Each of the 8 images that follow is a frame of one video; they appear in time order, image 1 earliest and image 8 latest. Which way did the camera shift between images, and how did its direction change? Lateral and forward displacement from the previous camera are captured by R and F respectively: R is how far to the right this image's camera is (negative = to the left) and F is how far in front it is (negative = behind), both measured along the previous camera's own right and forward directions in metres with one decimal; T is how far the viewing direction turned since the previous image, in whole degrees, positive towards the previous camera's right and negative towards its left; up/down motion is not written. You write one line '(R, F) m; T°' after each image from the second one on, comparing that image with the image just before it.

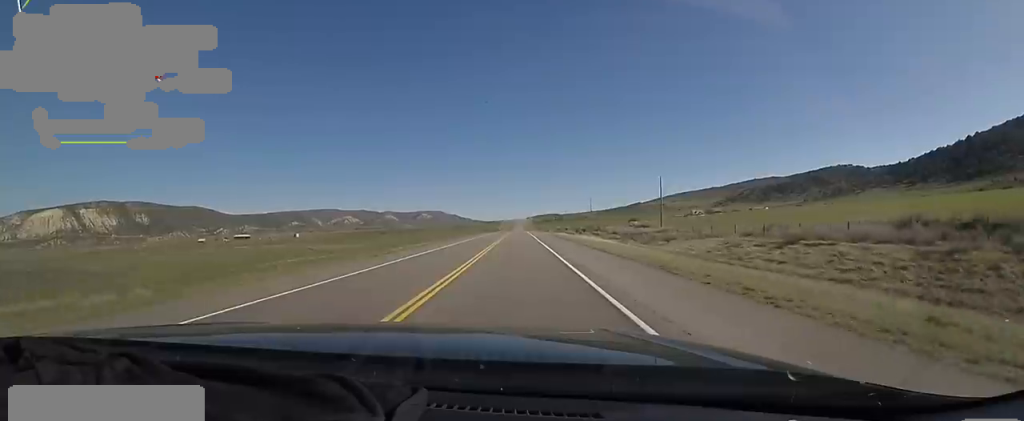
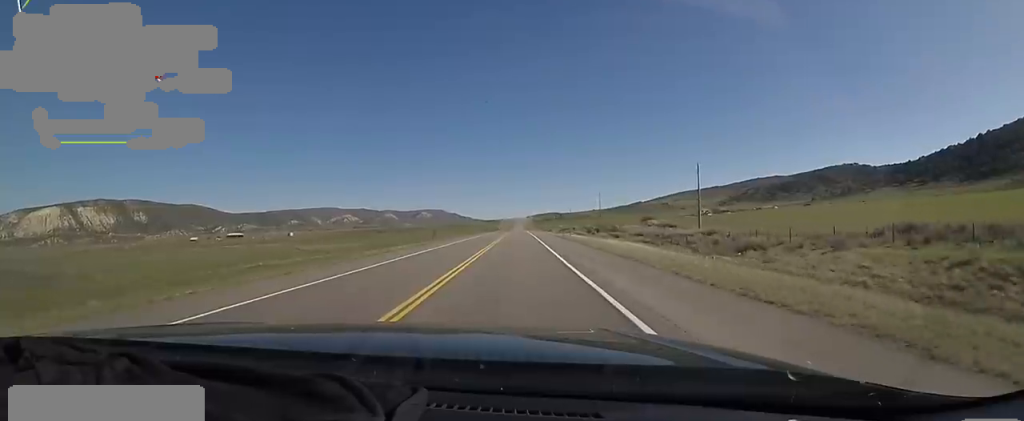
(-0.4, +19.0) m; 0°
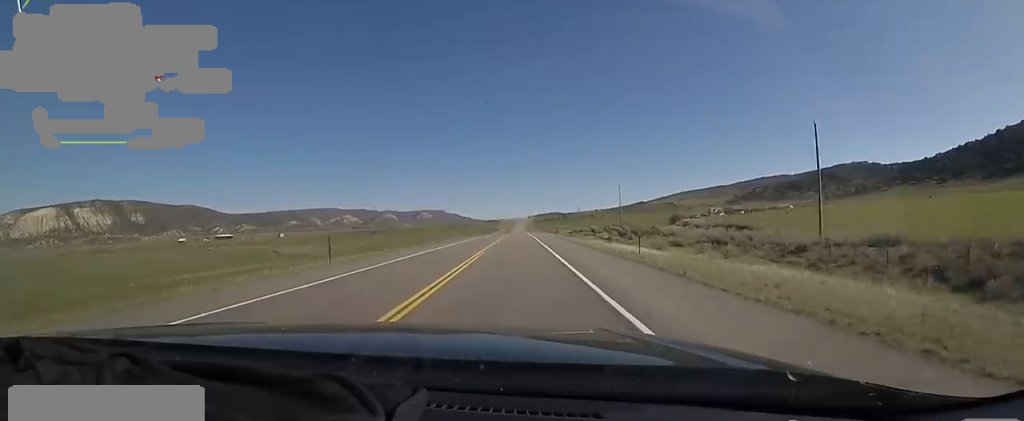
(+0.9, +29.3) m; 0°
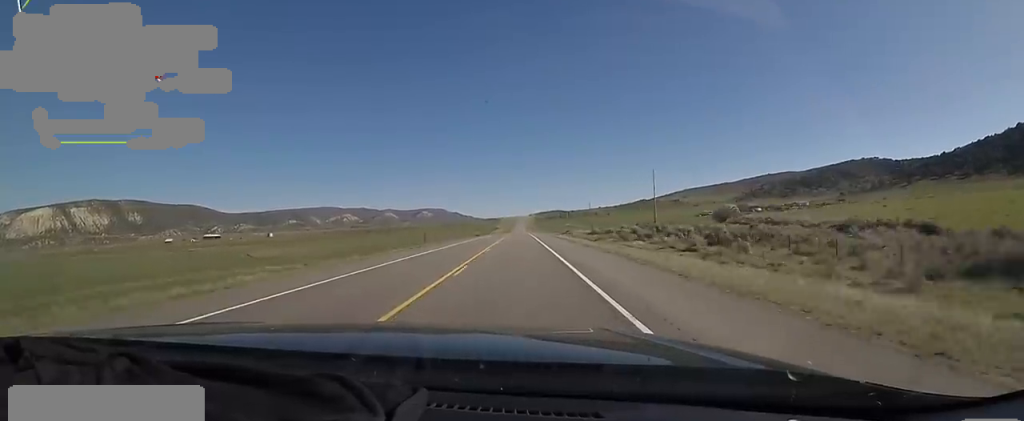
(-1.0, +30.1) m; 0°
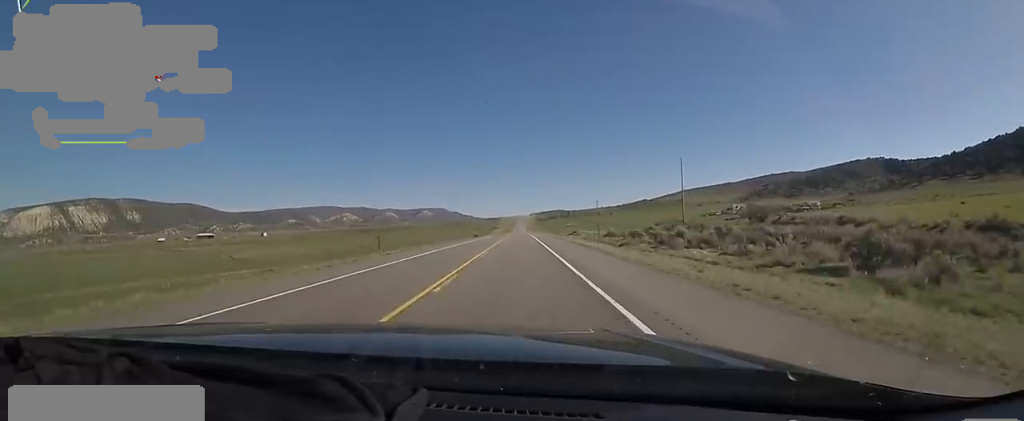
(+0.6, +15.5) m; 0°
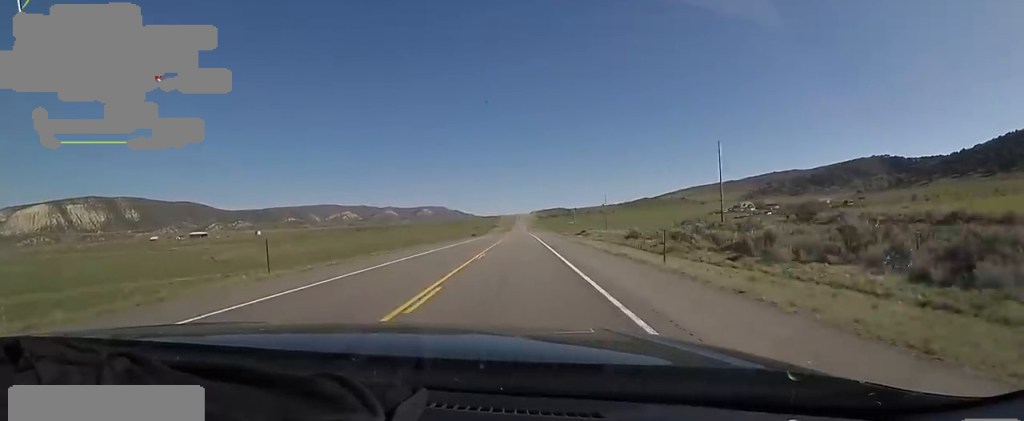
(+0.5, +14.5) m; 0°
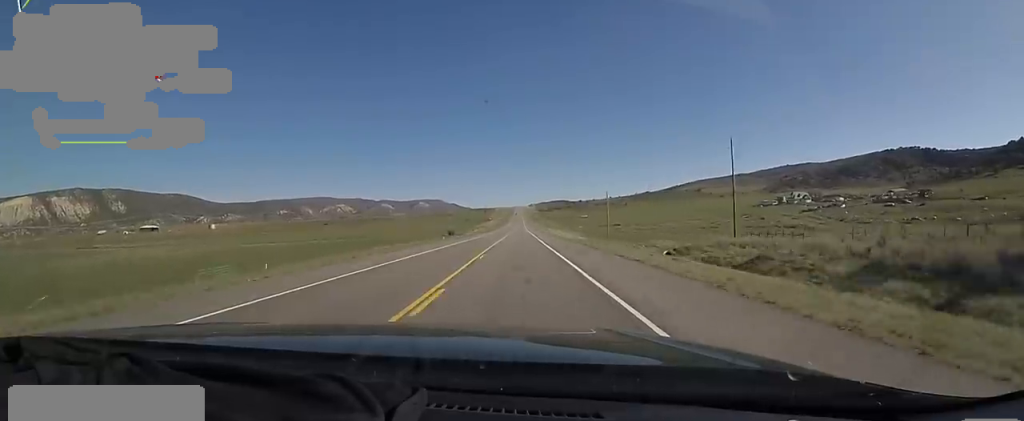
(-0.9, +86.0) m; -2°
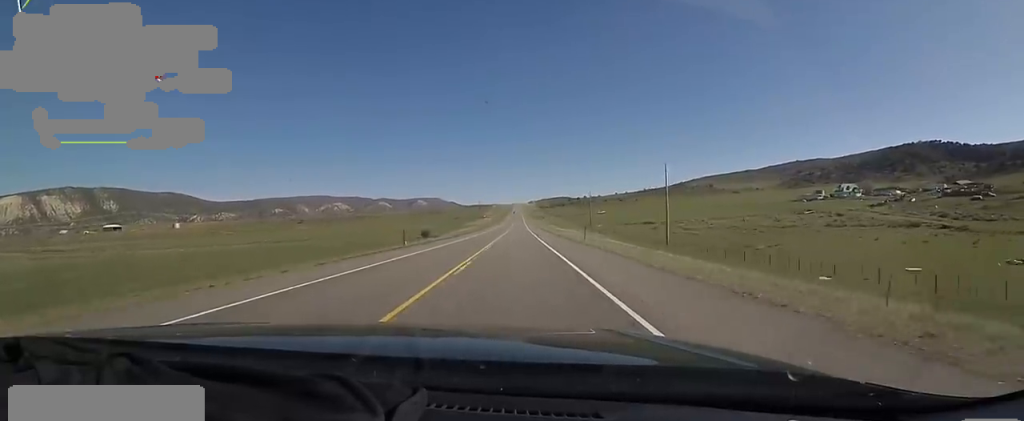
(+0.7, +53.2) m; +2°
